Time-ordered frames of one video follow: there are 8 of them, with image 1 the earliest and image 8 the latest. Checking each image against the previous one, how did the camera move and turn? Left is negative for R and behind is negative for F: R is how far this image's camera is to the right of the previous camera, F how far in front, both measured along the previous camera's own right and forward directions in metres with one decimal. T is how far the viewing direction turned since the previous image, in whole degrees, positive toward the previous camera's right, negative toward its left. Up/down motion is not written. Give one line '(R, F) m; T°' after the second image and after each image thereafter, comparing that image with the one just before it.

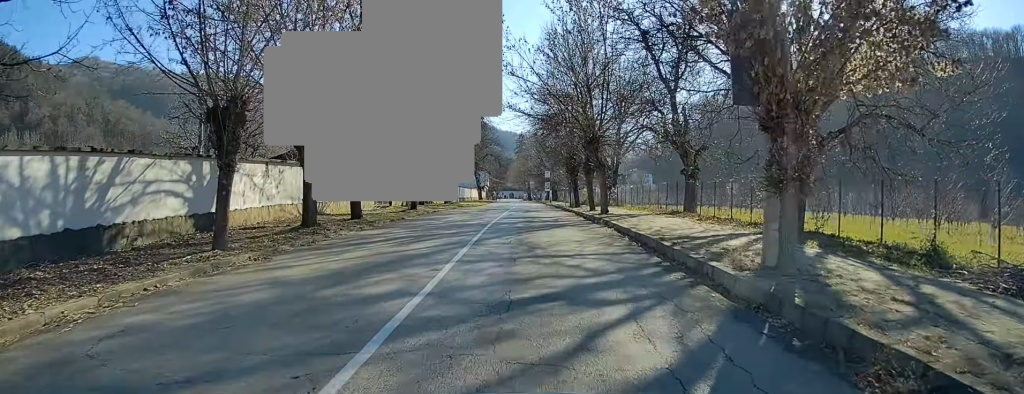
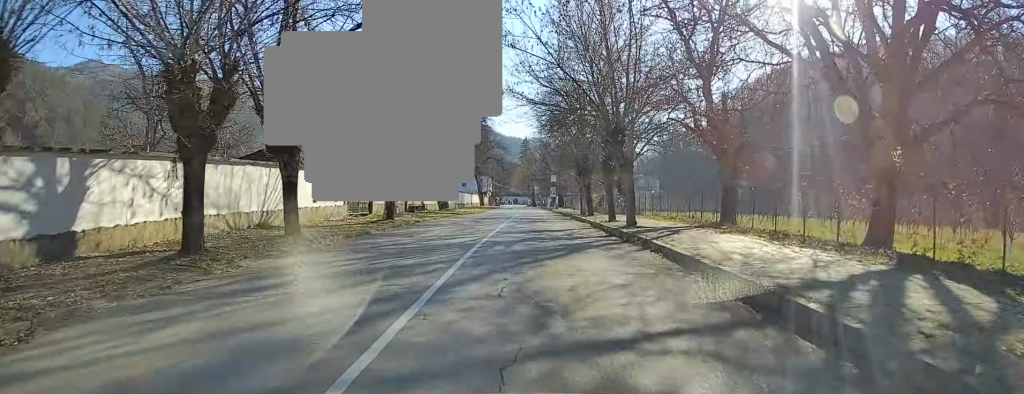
(0.0, +6.6) m; 0°
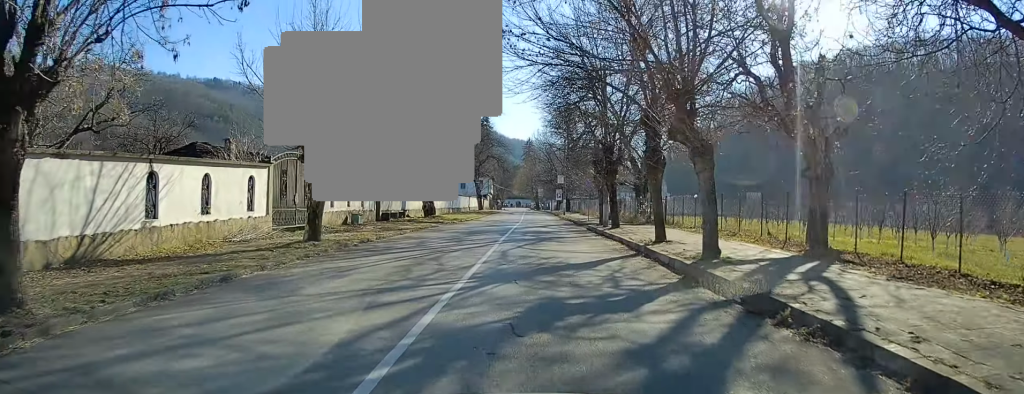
(0.0, +9.5) m; 0°
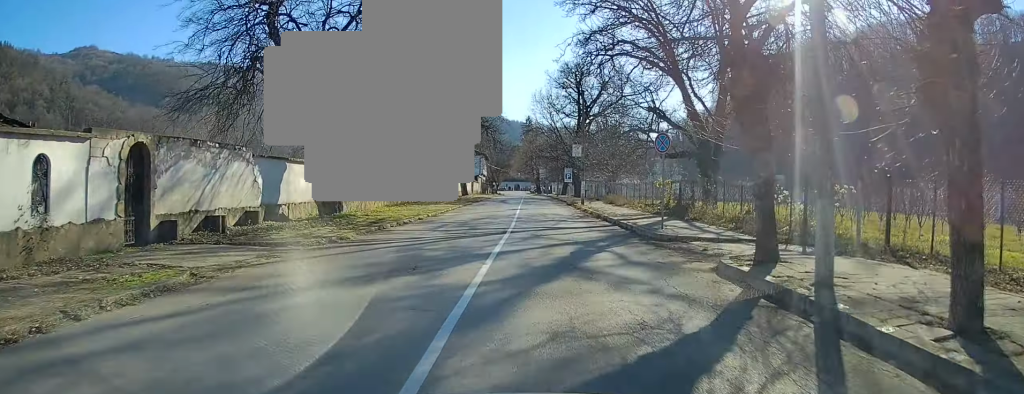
(0.0, +23.1) m; +1°
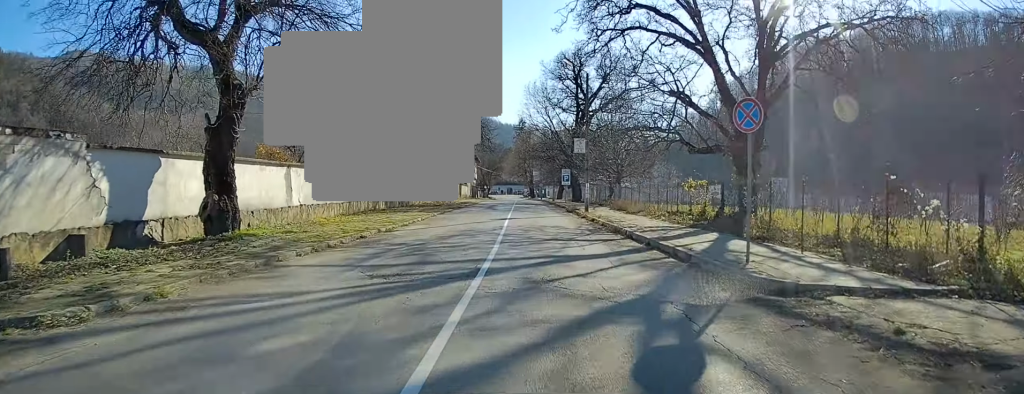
(0.0, +7.7) m; 0°
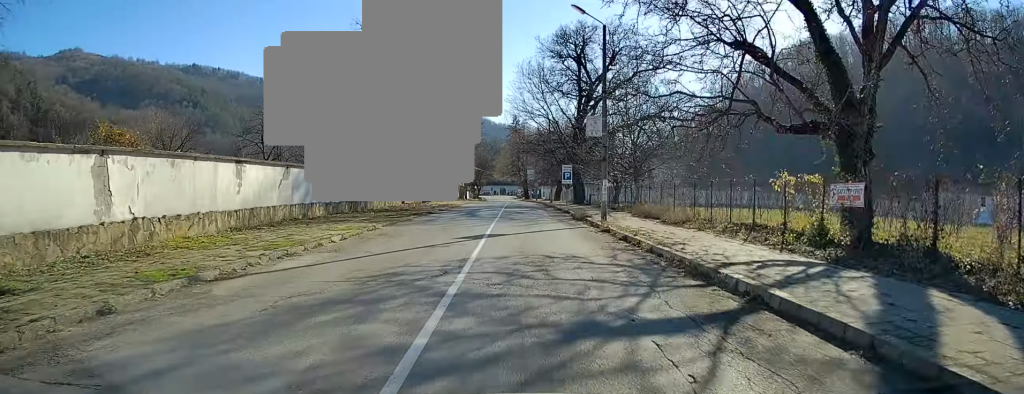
(0.0, +10.9) m; 0°
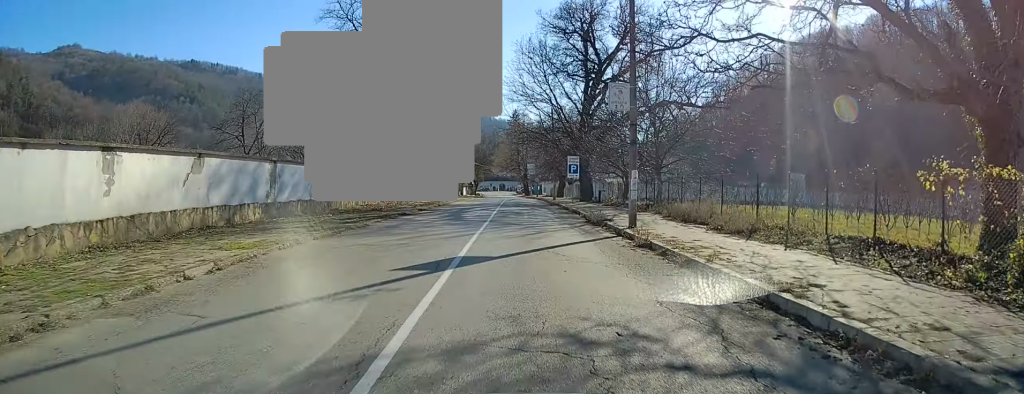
(0.0, +7.0) m; 0°
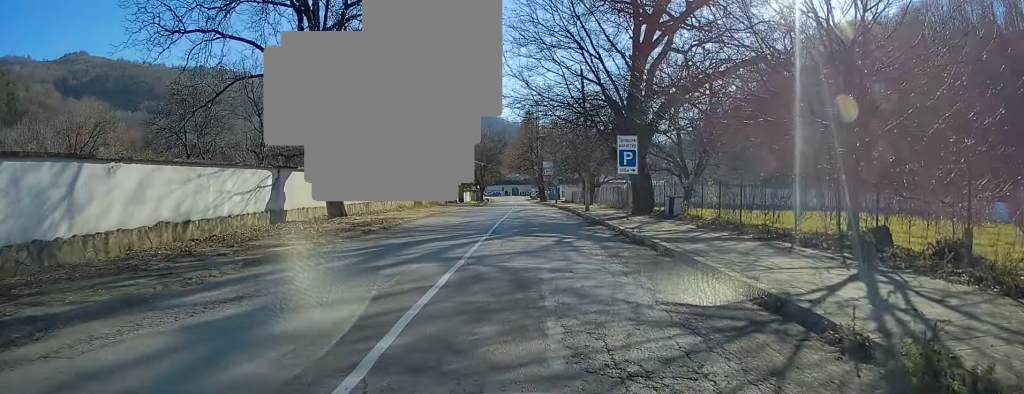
(-0.1, +20.4) m; -1°
